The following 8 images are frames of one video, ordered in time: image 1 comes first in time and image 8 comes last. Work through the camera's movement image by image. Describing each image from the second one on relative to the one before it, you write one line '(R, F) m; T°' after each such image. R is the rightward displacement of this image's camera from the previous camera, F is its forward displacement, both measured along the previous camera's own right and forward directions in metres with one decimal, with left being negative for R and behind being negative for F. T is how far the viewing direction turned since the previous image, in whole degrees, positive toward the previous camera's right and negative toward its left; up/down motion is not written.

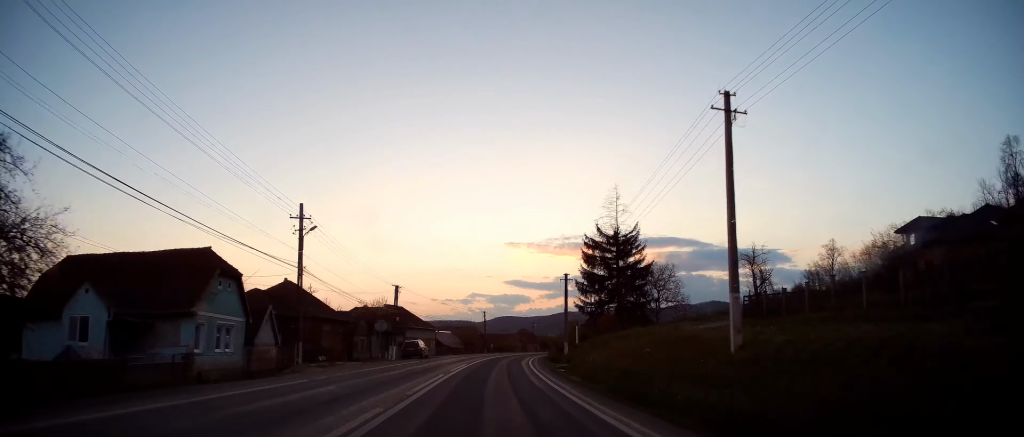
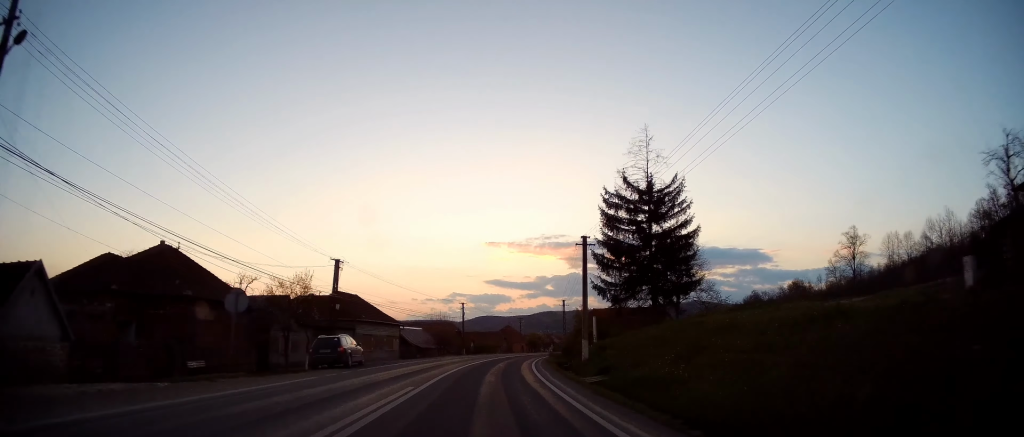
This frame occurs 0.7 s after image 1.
(+0.4, +18.2) m; +2°
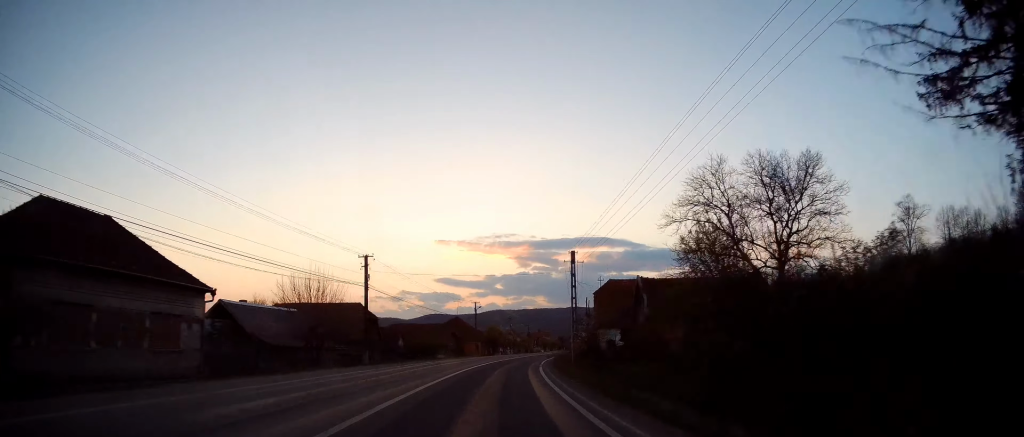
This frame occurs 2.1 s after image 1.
(+1.3, +37.4) m; +4°
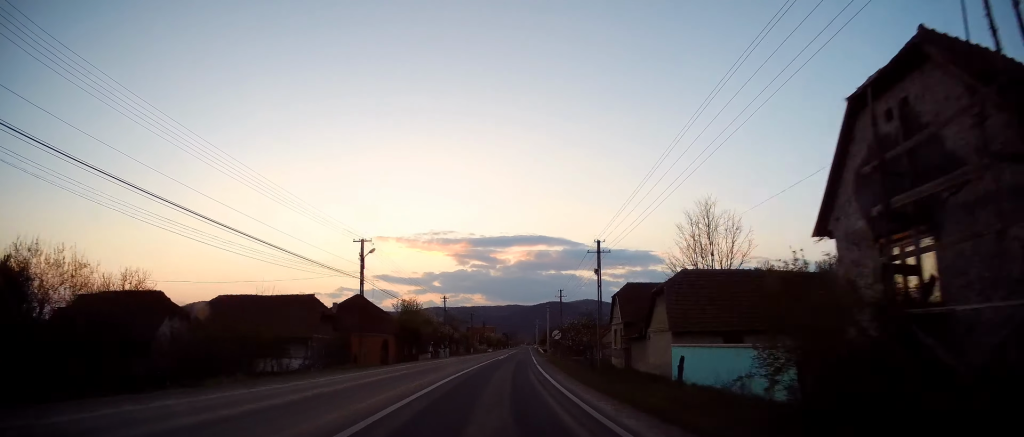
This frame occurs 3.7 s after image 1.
(+2.2, +40.3) m; +6°
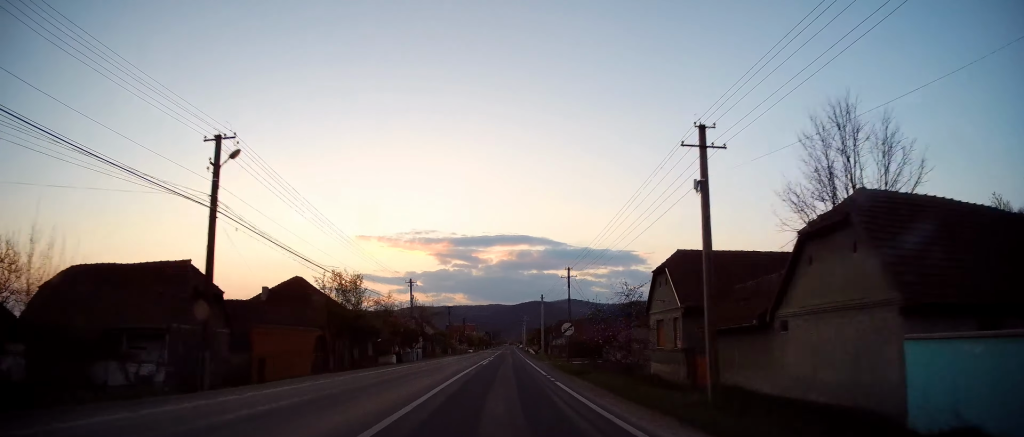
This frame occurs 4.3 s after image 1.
(+0.4, +16.0) m; +2°
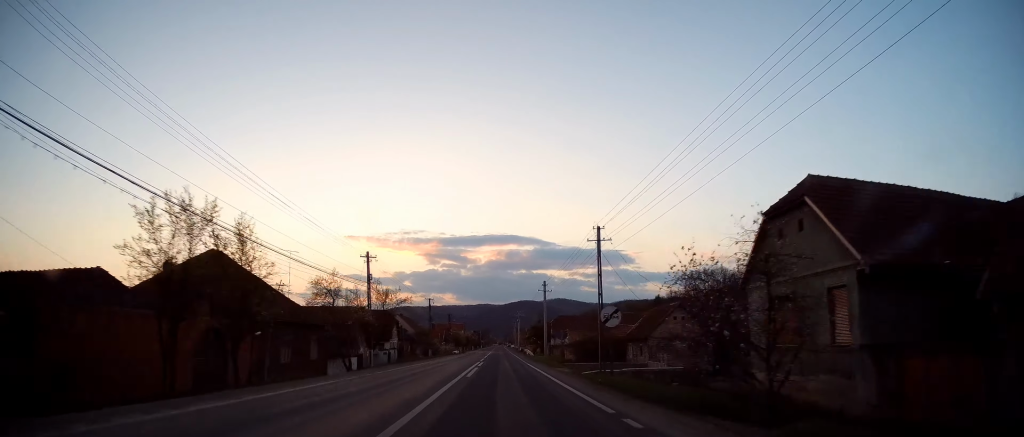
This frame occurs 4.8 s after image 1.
(+0.2, +14.3) m; +2°
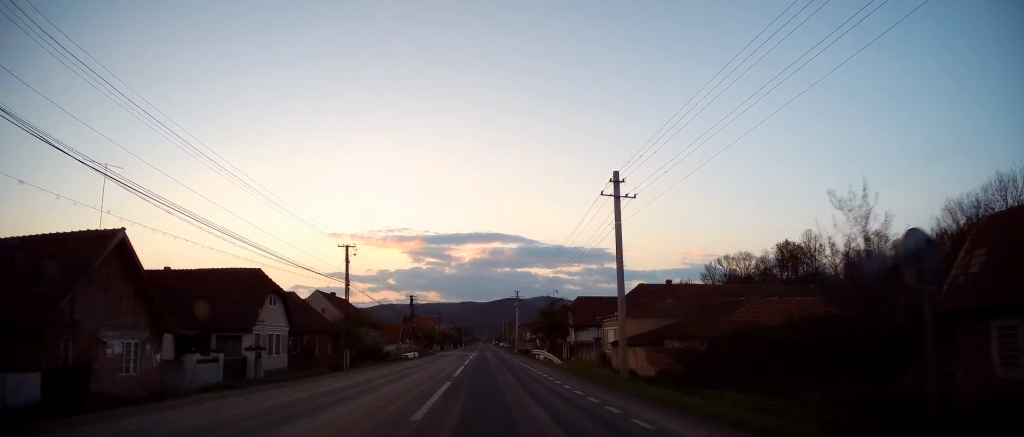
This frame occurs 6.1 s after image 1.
(+1.1, +34.9) m; +3°
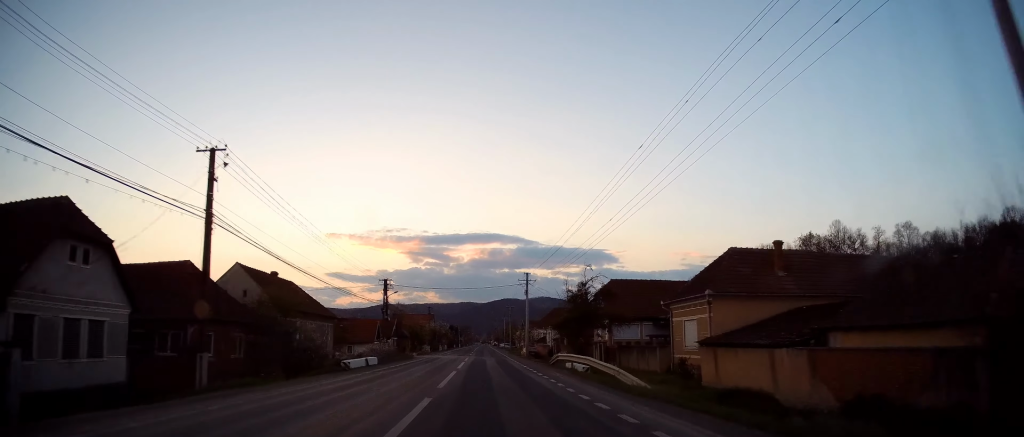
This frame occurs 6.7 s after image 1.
(+0.1, +17.1) m; 0°
